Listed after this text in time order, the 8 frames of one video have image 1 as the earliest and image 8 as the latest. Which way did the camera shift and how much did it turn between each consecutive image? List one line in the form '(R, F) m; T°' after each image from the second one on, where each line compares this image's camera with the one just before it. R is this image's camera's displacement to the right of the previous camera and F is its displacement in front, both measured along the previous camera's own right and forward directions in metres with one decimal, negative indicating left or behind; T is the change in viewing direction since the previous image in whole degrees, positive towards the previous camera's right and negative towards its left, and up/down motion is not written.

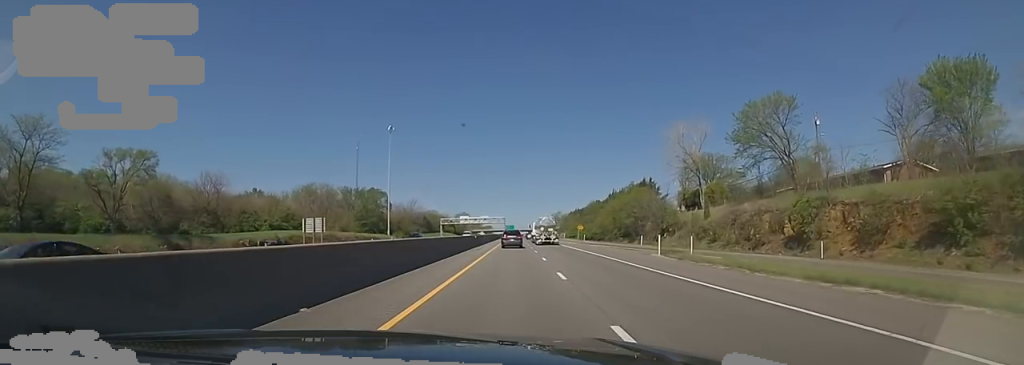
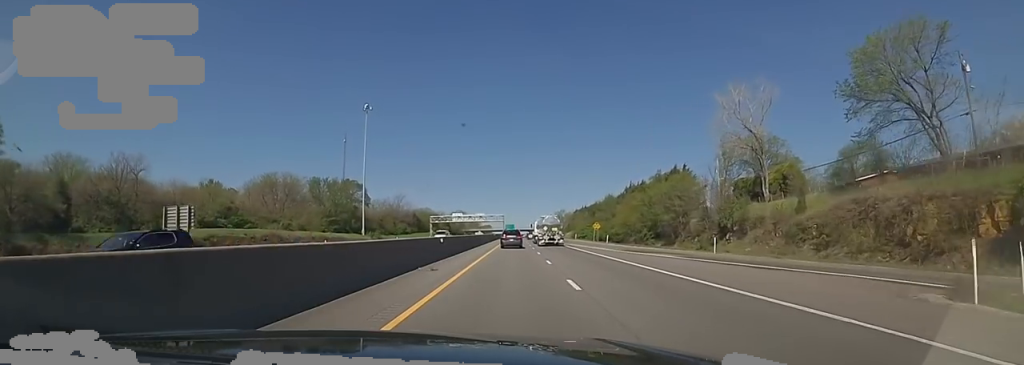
(-0.4, +22.5) m; -1°
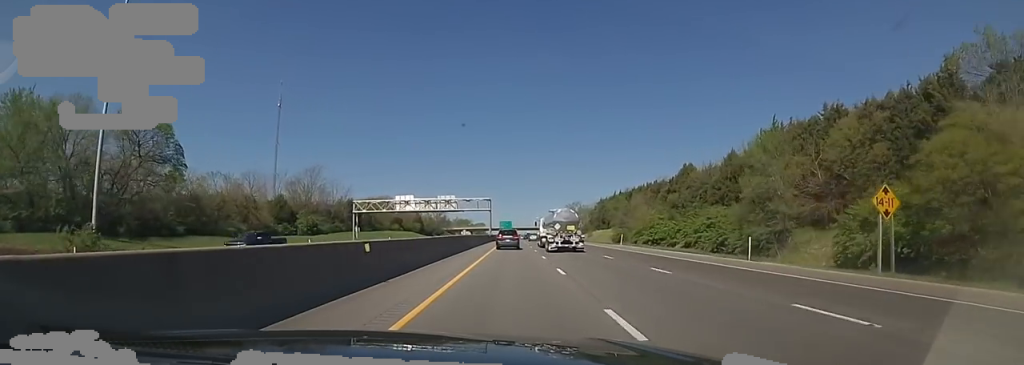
(-0.1, +73.5) m; 0°
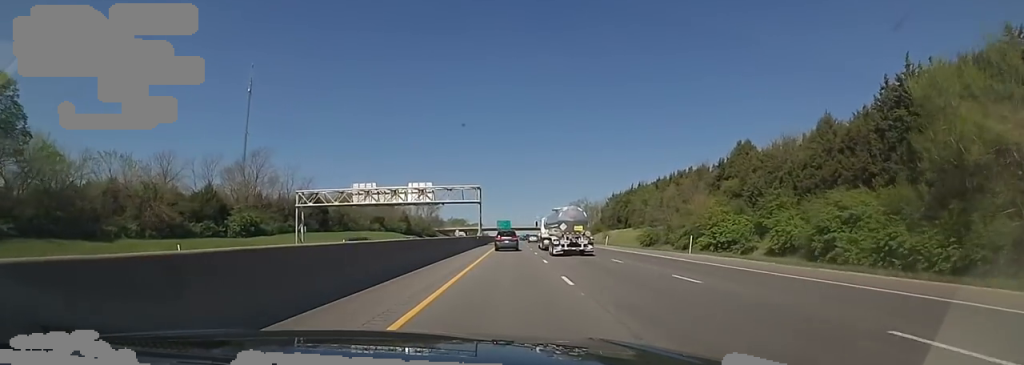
(0.0, +22.0) m; 0°
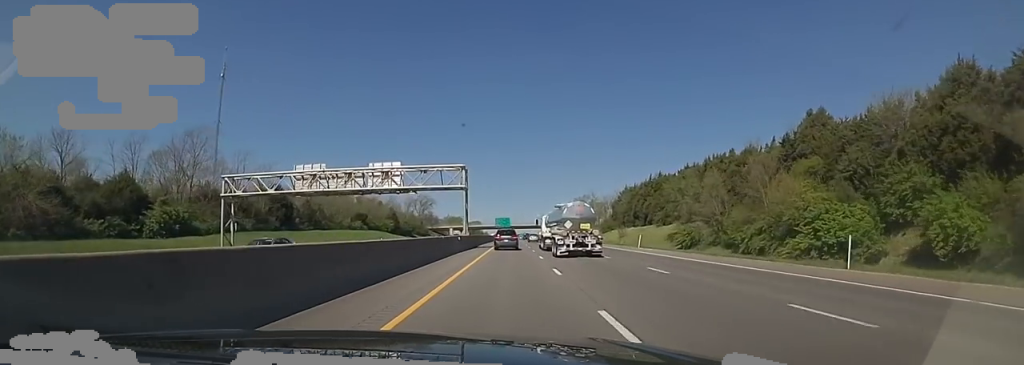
(-0.1, +16.6) m; +1°
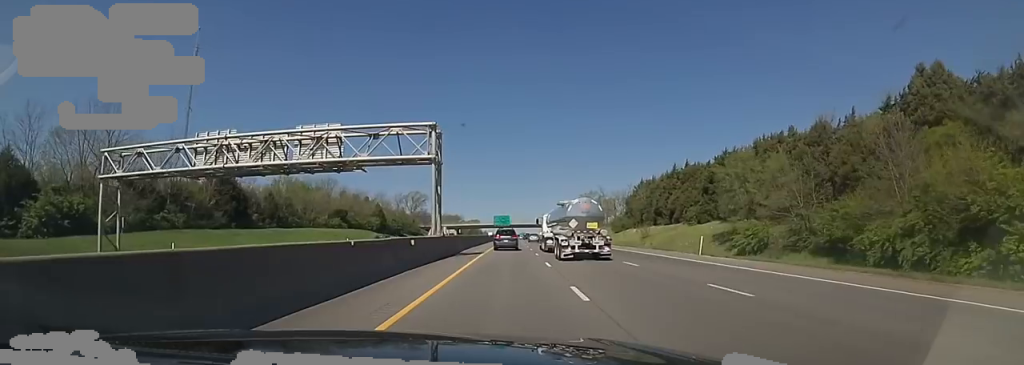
(0.0, +15.6) m; +1°
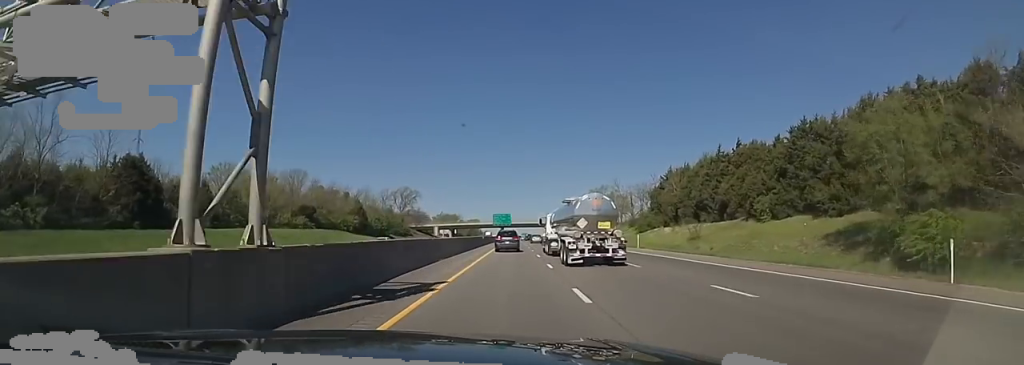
(+1.0, +19.6) m; 0°
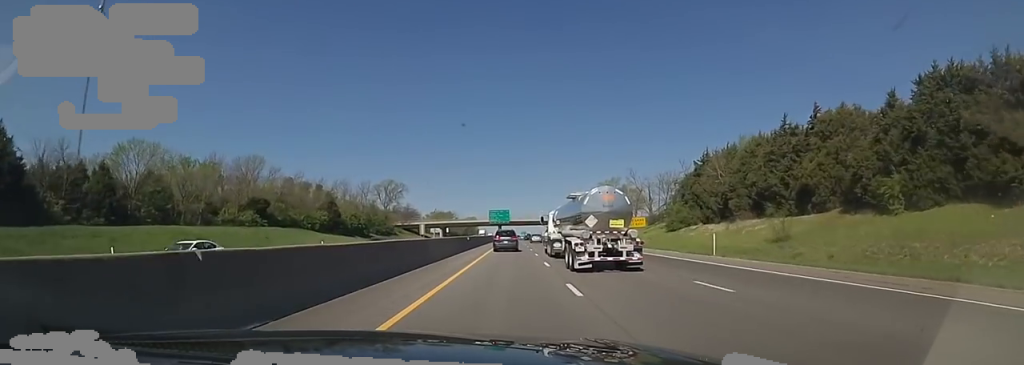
(-0.3, +18.5) m; -1°
